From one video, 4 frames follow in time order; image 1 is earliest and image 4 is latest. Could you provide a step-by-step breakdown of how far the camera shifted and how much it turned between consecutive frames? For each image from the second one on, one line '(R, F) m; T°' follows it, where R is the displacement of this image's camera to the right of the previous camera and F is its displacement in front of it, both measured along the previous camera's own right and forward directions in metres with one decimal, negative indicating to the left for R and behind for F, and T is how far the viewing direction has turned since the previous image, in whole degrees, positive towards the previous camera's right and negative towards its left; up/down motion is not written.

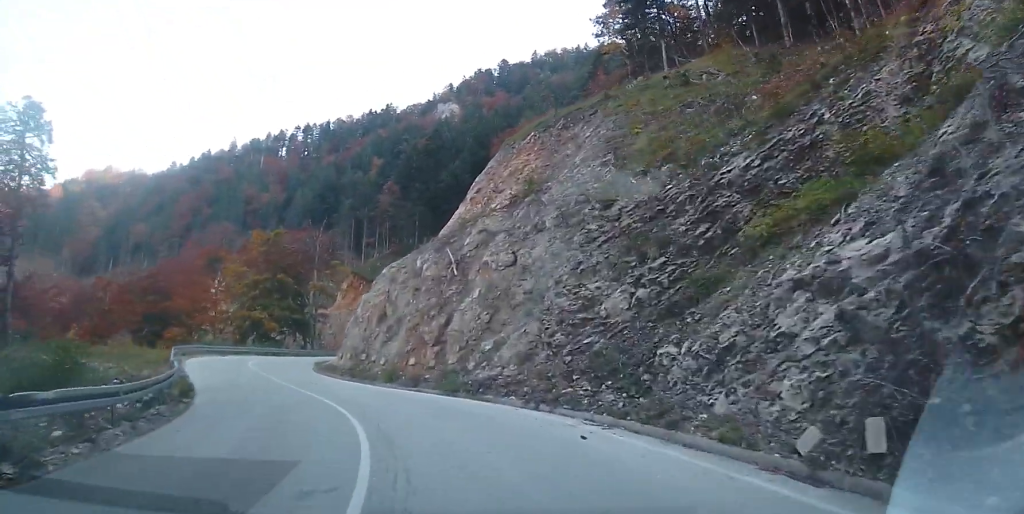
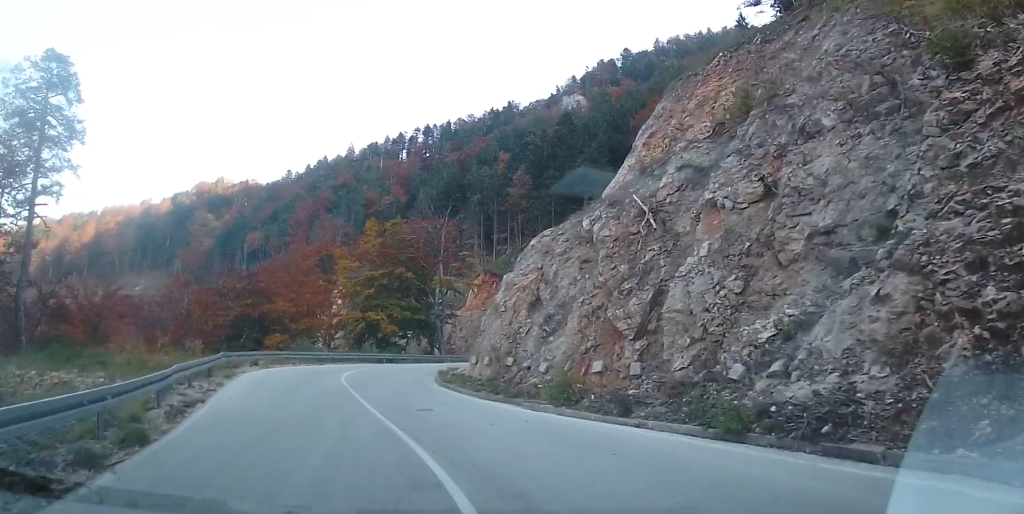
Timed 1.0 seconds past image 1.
(-0.8, +11.6) m; -7°
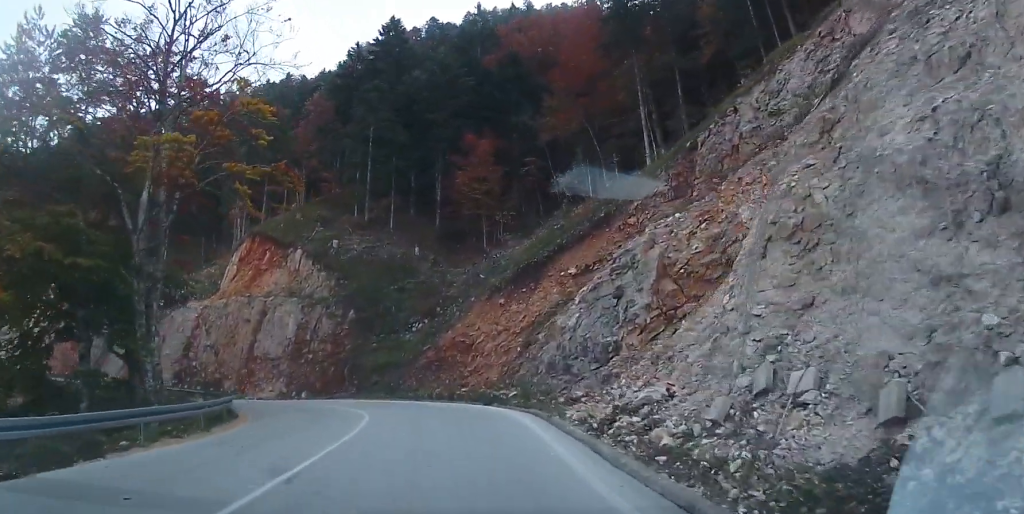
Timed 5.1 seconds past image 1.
(+0.2, +44.1) m; +20°
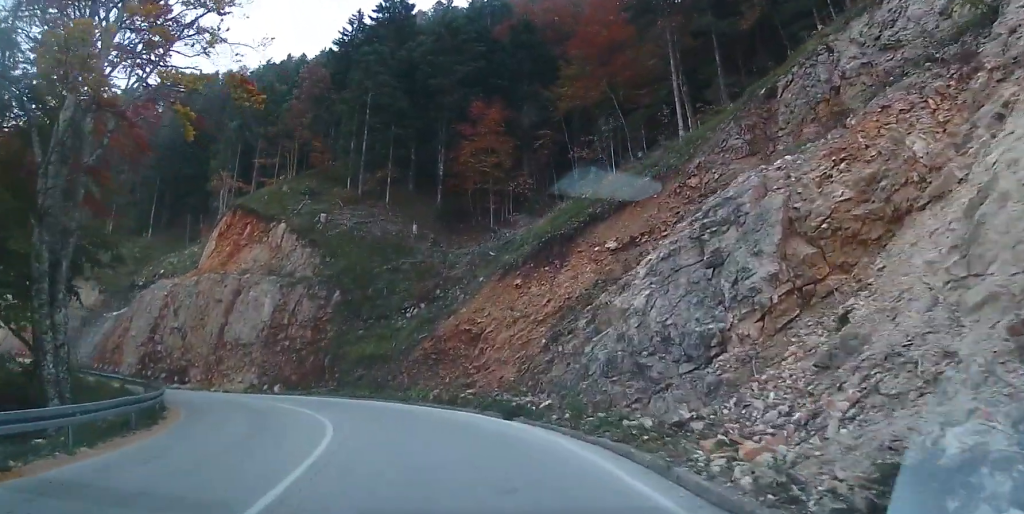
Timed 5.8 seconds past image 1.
(+0.5, +6.5) m; +4°
